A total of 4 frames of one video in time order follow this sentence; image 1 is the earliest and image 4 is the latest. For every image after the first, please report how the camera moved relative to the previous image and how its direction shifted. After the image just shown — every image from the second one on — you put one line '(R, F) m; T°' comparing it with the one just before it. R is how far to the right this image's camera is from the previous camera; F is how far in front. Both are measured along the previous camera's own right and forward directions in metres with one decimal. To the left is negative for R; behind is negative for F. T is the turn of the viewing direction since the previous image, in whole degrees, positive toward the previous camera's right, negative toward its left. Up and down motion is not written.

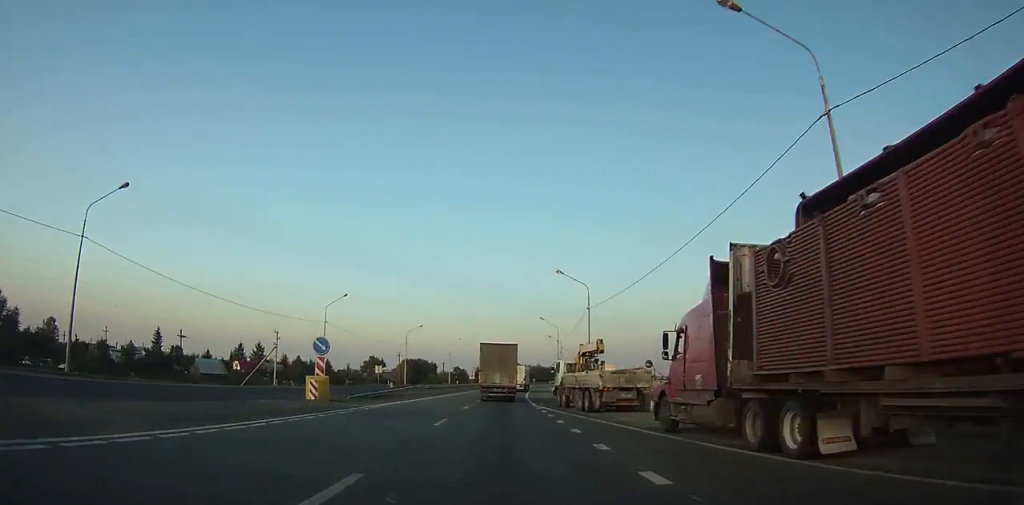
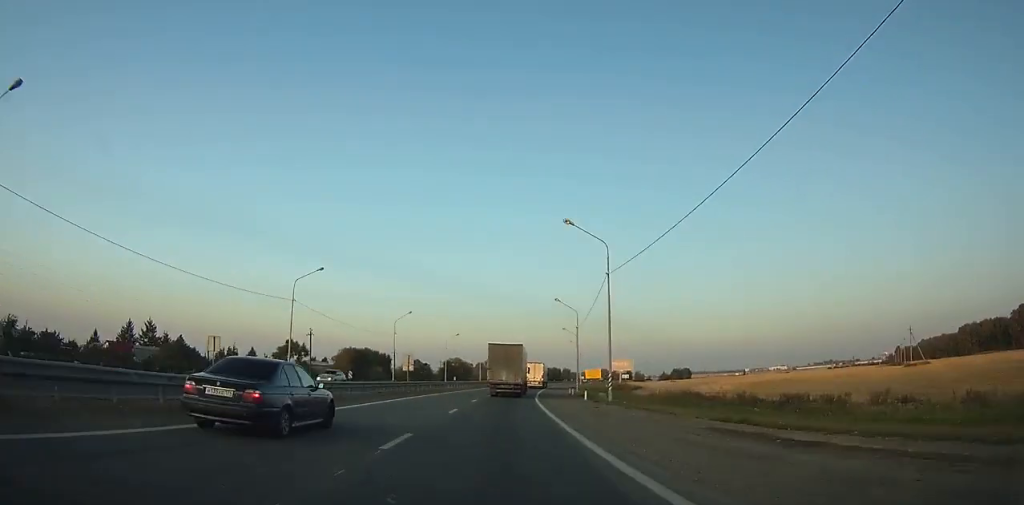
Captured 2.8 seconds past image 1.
(+0.4, +55.3) m; +2°
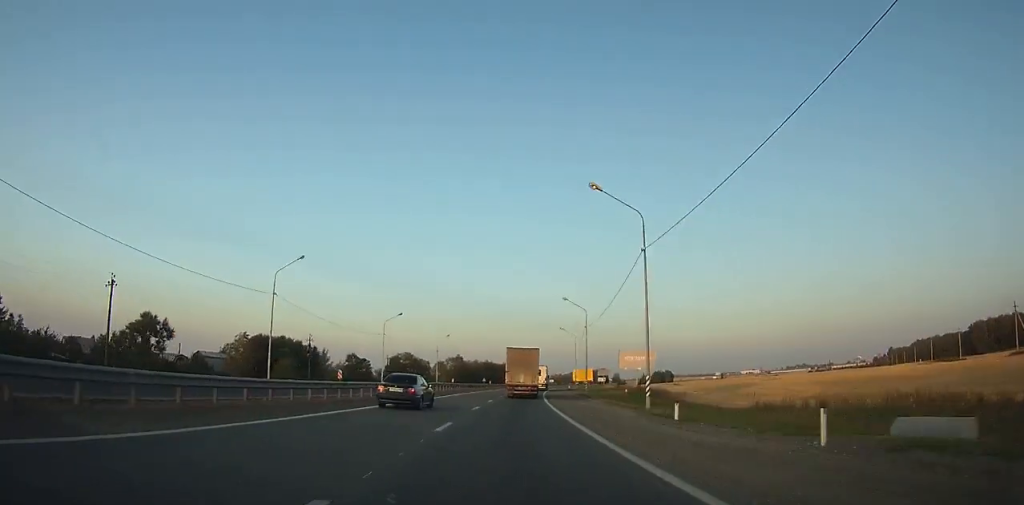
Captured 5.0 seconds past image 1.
(+0.2, +43.5) m; +3°
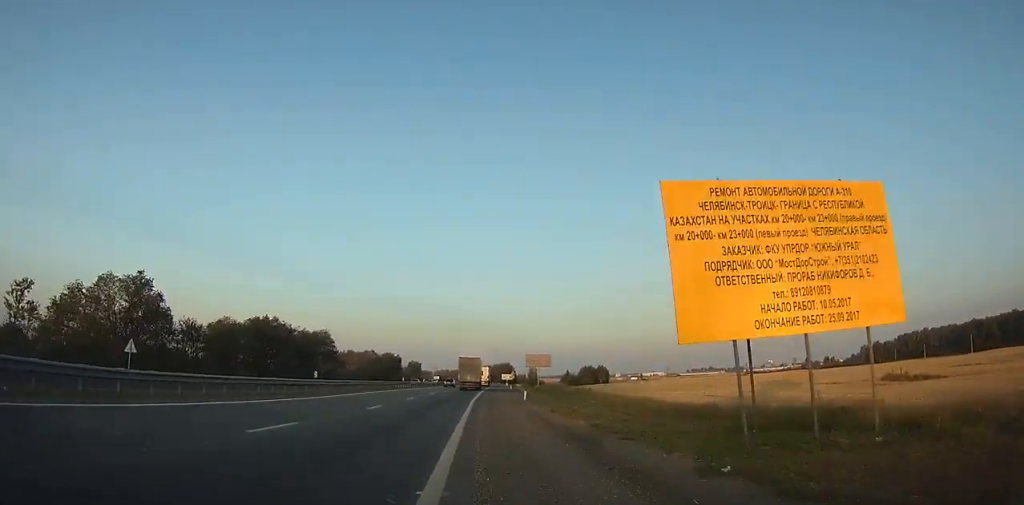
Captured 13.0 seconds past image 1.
(+14.7, +142.3) m; +10°
